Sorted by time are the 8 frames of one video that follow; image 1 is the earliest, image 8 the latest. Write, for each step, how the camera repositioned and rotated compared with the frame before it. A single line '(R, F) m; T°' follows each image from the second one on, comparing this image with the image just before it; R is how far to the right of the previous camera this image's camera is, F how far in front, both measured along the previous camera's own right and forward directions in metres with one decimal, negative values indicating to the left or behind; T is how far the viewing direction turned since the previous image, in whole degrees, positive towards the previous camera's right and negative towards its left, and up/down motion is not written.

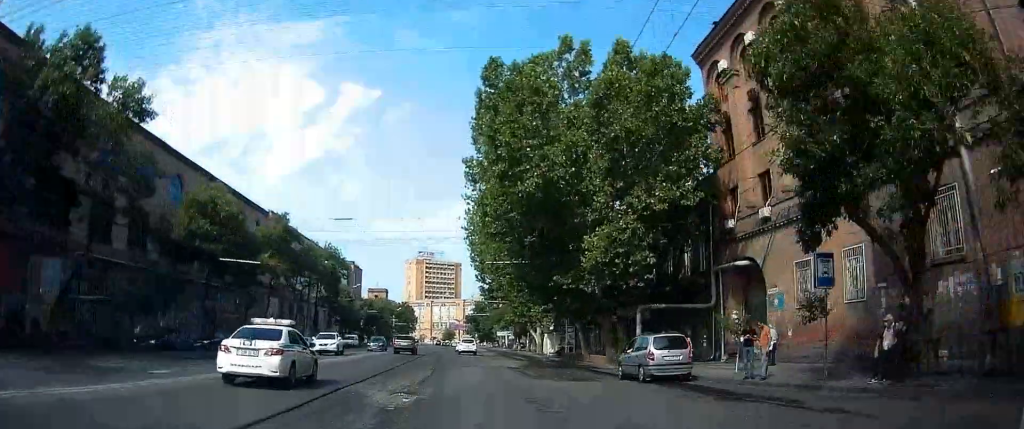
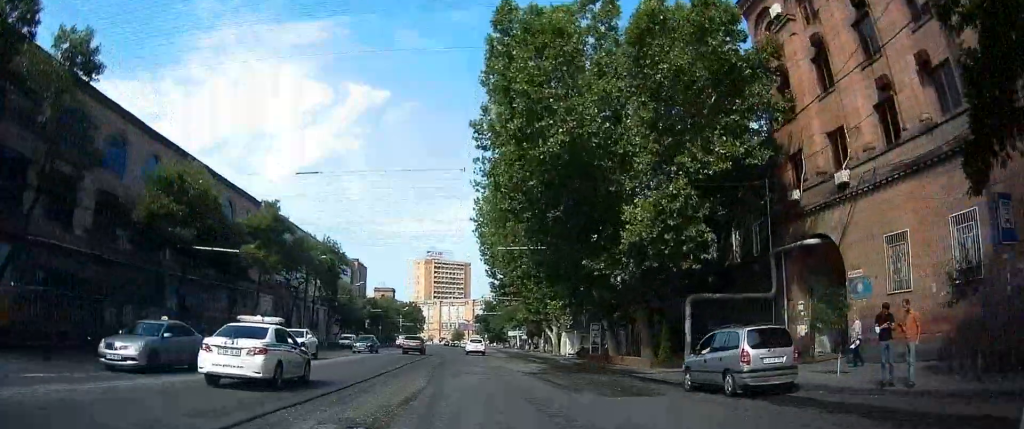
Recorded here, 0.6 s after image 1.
(-0.1, +7.6) m; -1°
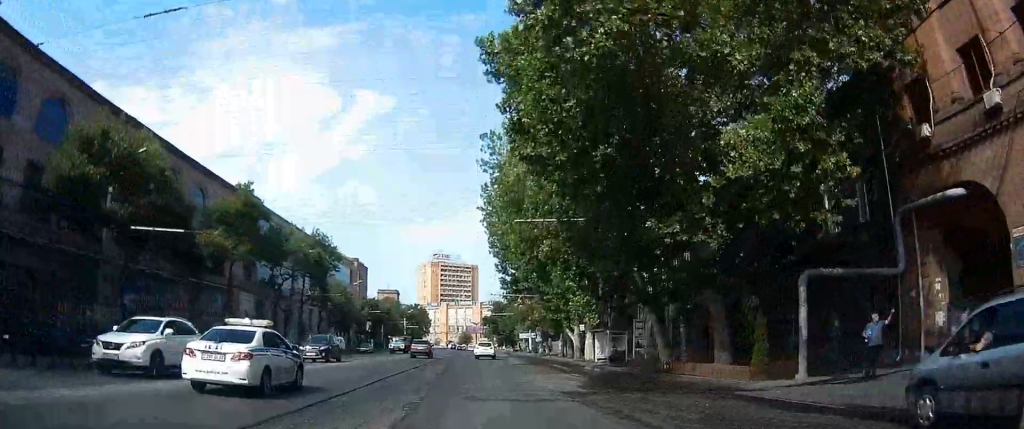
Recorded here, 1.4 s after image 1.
(-0.2, +10.6) m; -1°
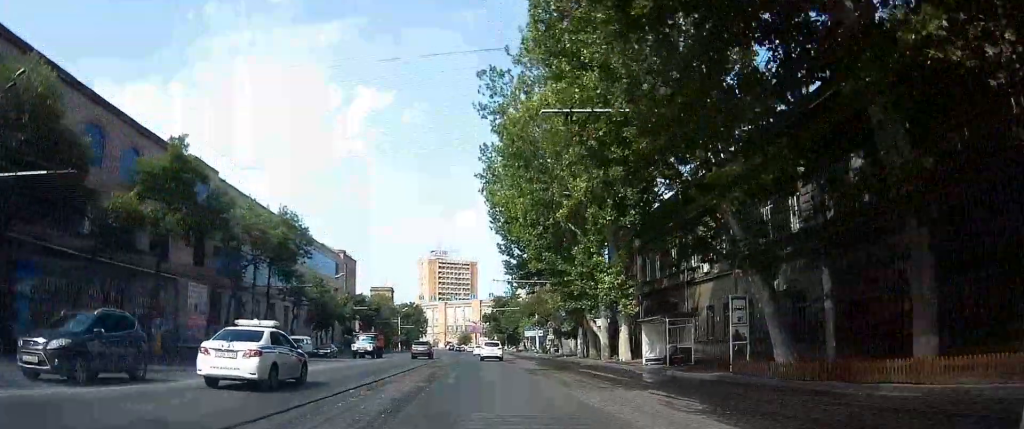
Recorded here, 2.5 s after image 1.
(-0.1, +12.1) m; -1°
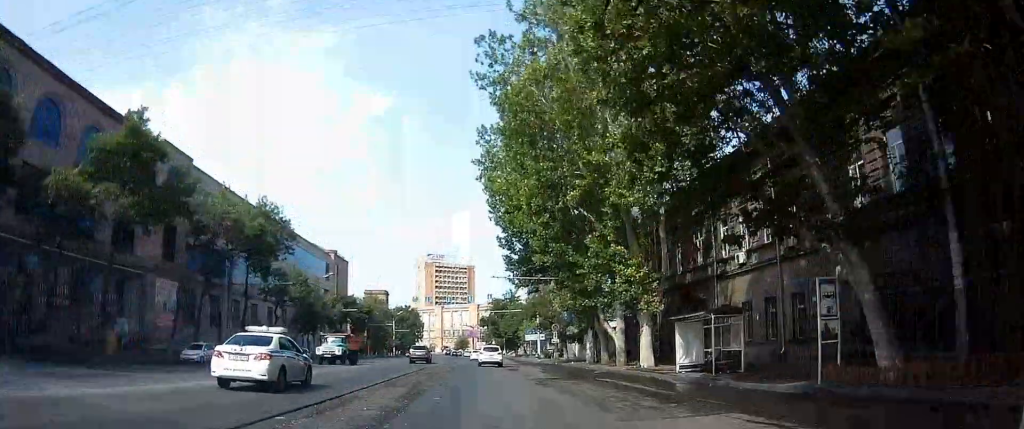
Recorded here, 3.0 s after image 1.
(0.0, +4.7) m; 0°
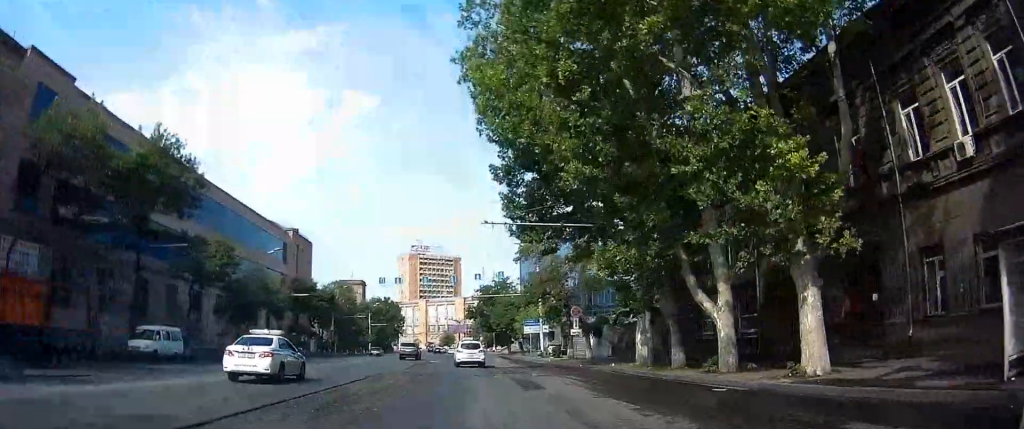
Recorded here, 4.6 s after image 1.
(0.0, +12.8) m; 0°
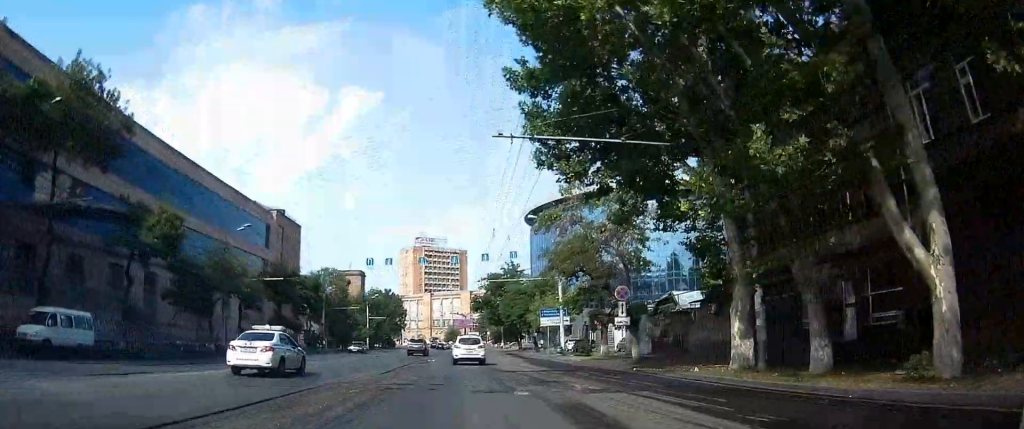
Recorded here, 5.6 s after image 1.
(0.0, +9.9) m; 0°
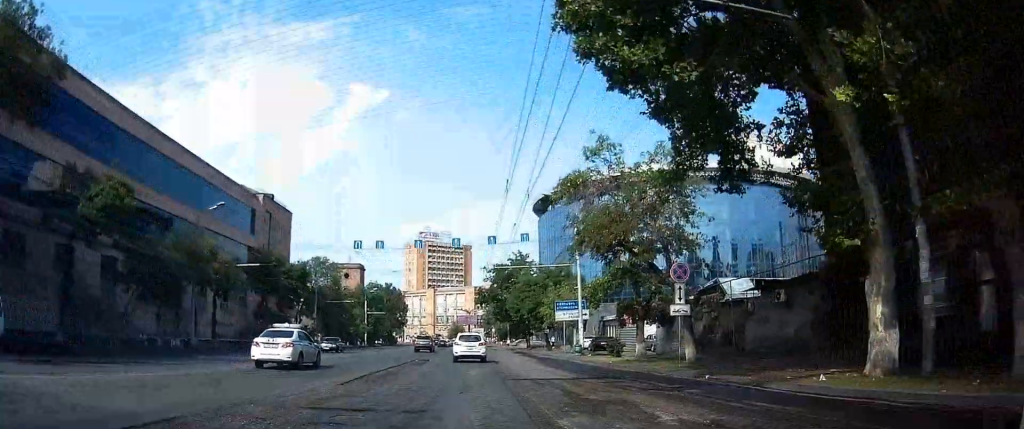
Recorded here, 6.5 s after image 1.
(0.0, +9.3) m; 0°
